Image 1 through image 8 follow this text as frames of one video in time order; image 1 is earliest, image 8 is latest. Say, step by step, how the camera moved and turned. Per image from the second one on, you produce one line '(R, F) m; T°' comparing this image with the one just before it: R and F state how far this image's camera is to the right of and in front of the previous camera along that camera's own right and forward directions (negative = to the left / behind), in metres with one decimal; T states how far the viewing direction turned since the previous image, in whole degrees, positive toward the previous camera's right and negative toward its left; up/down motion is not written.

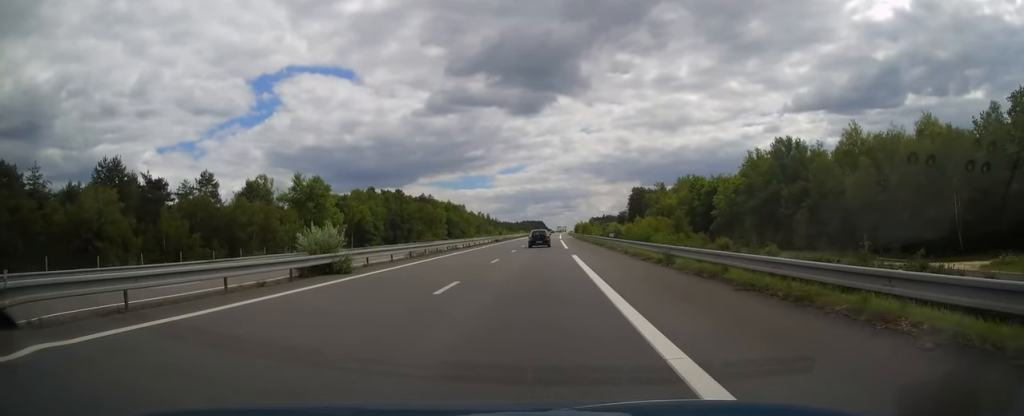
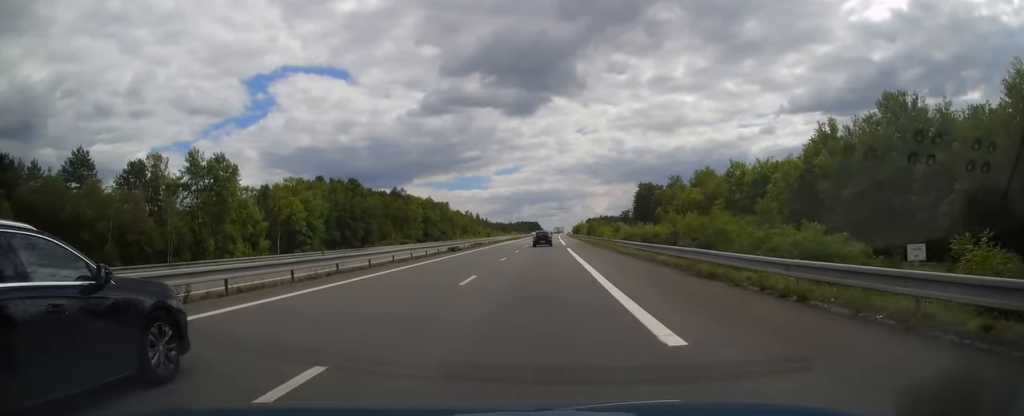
(+0.2, +36.2) m; +1°
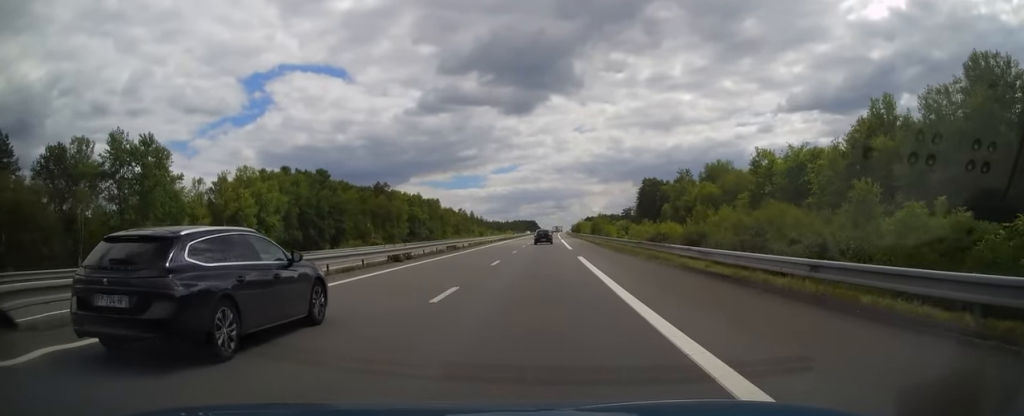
(+0.1, +17.1) m; 0°
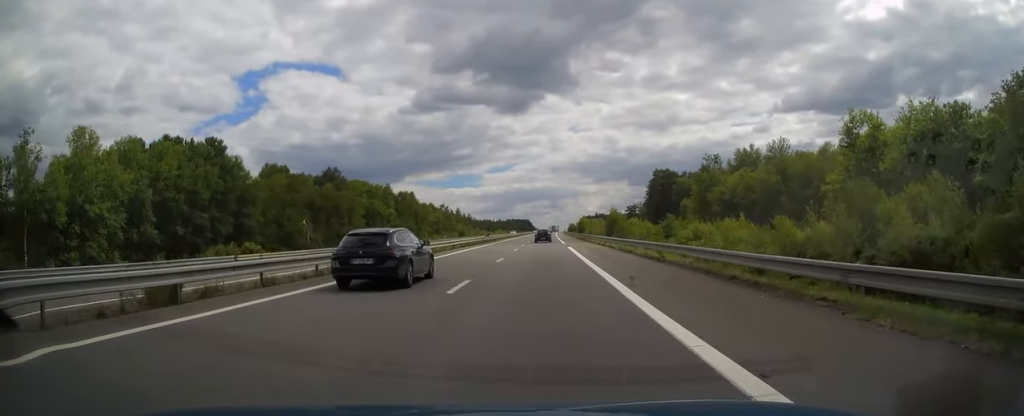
(+0.1, +37.2) m; 0°
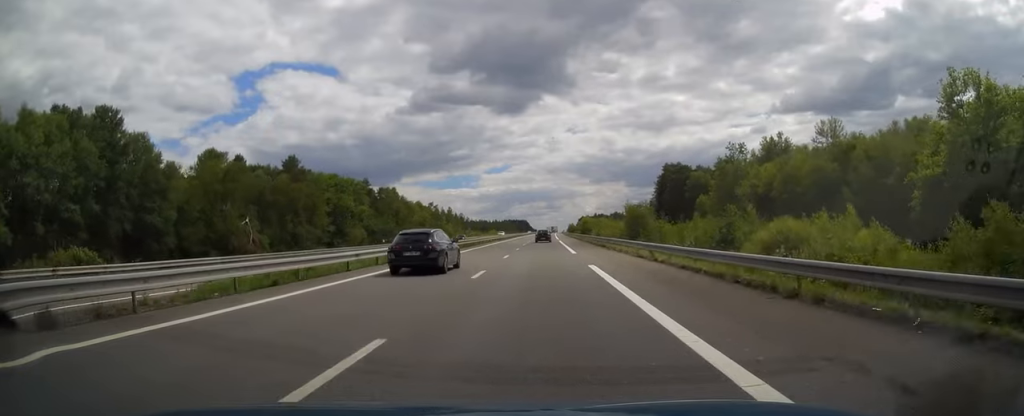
(0.0, +21.6) m; 0°
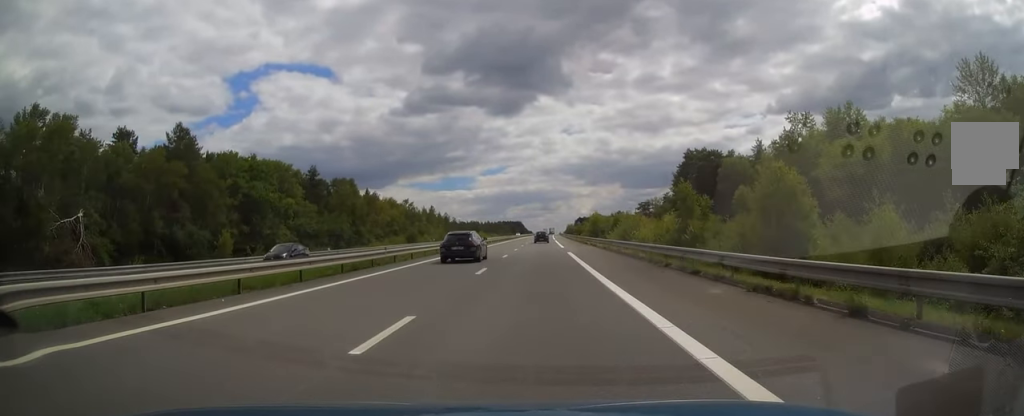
(+0.2, +36.2) m; +1°
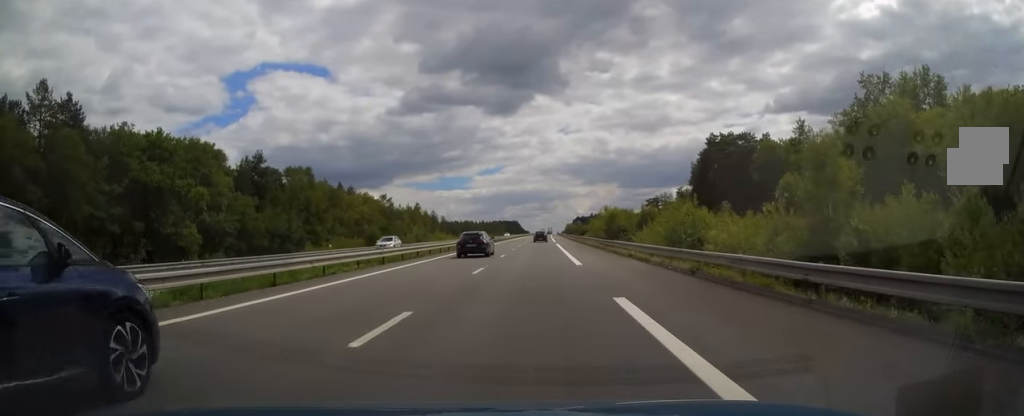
(+0.1, +25.4) m; 0°
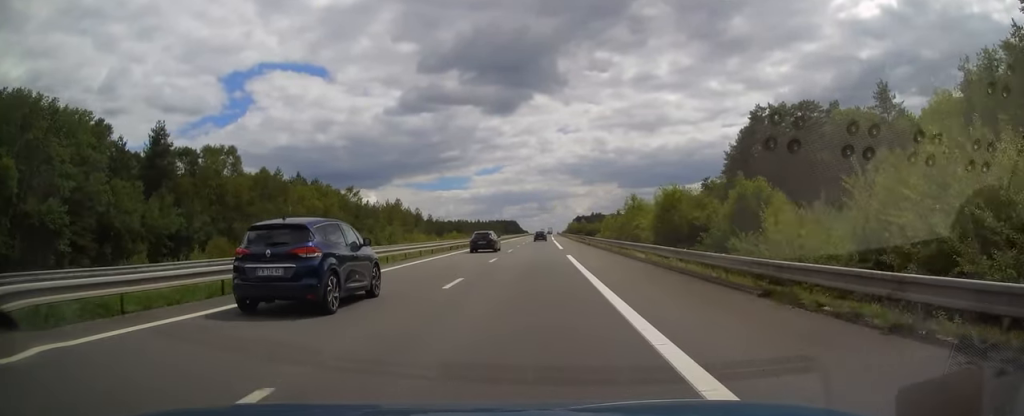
(+0.1, +30.8) m; 0°
